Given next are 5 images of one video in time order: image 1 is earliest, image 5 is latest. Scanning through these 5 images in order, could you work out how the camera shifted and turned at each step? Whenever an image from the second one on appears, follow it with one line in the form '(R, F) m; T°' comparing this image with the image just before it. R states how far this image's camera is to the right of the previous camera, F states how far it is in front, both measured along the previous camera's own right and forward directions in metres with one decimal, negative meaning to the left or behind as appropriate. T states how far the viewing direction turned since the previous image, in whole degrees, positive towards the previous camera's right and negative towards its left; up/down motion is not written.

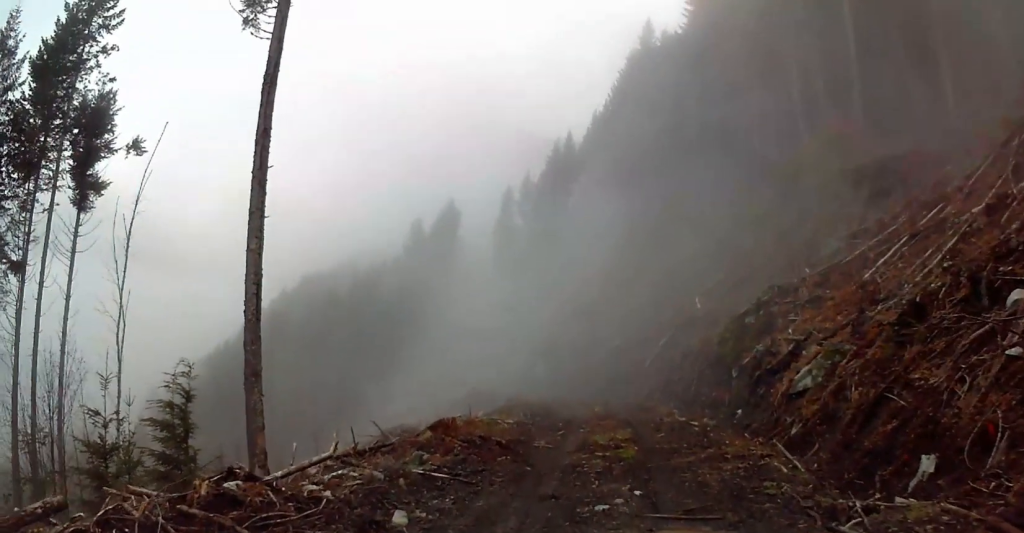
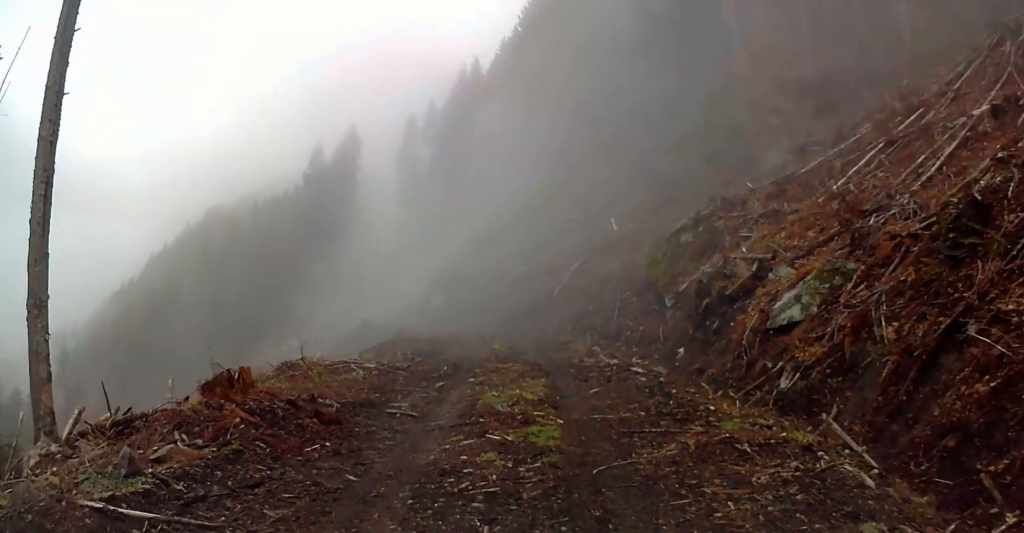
(0.0, +8.2) m; +1°
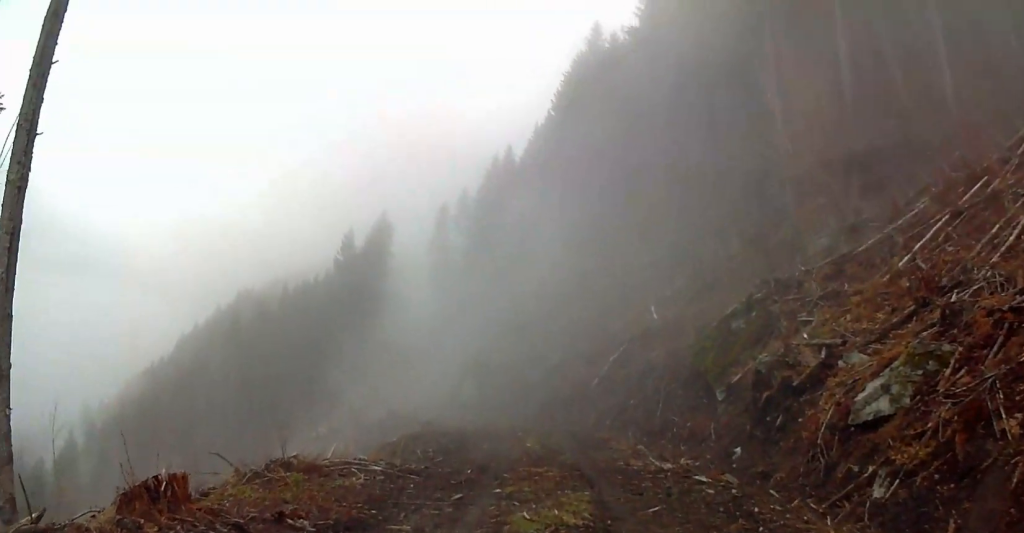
(0.0, +2.7) m; +1°
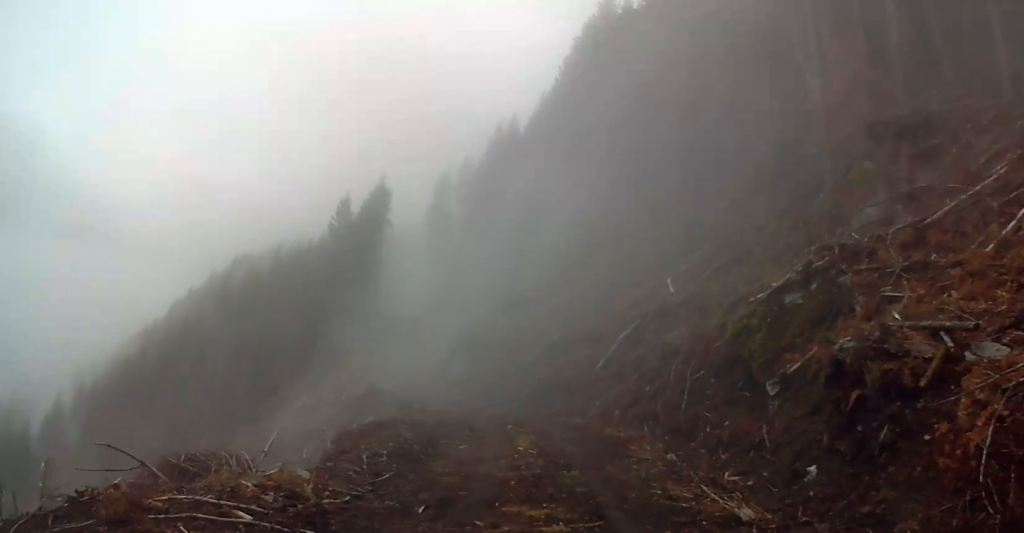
(+0.2, +5.9) m; +2°
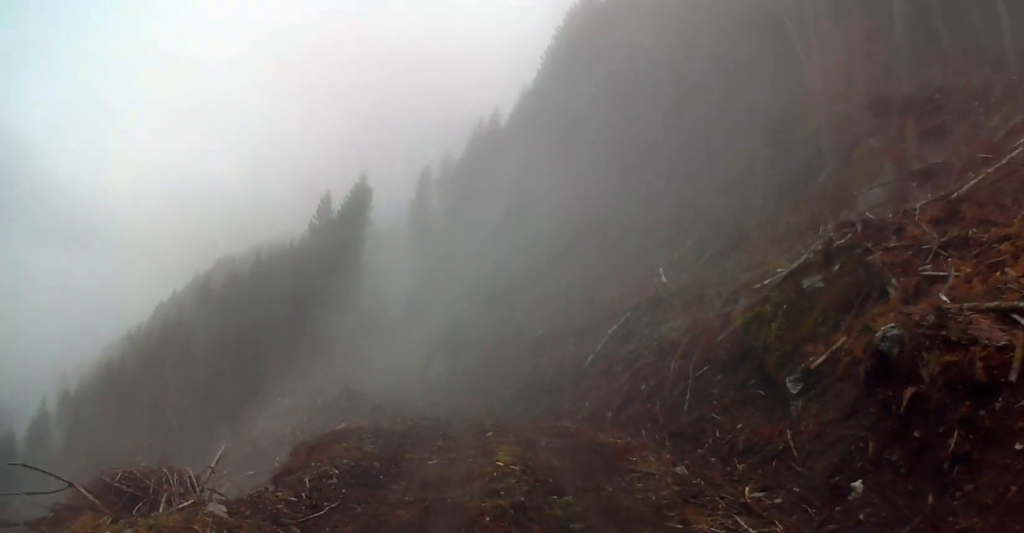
(+0.1, +3.1) m; -1°
